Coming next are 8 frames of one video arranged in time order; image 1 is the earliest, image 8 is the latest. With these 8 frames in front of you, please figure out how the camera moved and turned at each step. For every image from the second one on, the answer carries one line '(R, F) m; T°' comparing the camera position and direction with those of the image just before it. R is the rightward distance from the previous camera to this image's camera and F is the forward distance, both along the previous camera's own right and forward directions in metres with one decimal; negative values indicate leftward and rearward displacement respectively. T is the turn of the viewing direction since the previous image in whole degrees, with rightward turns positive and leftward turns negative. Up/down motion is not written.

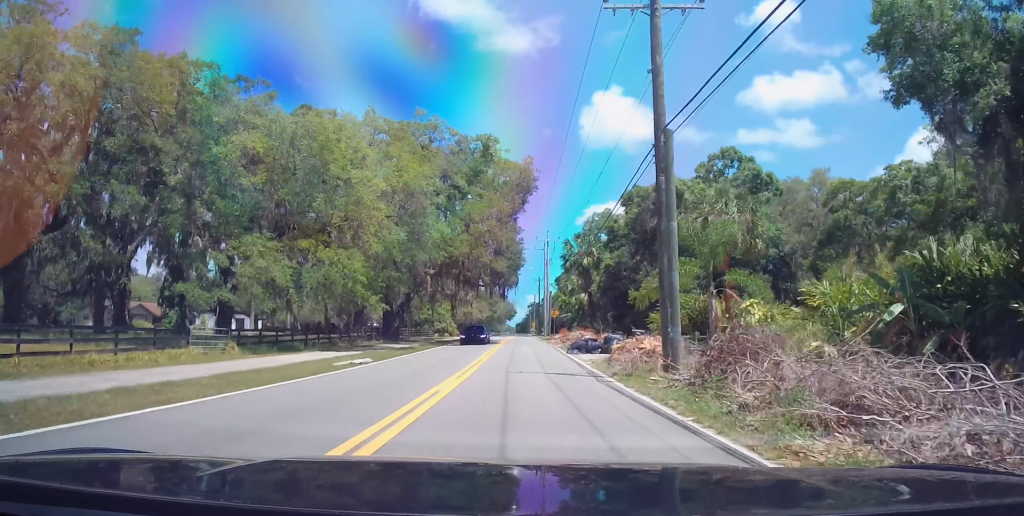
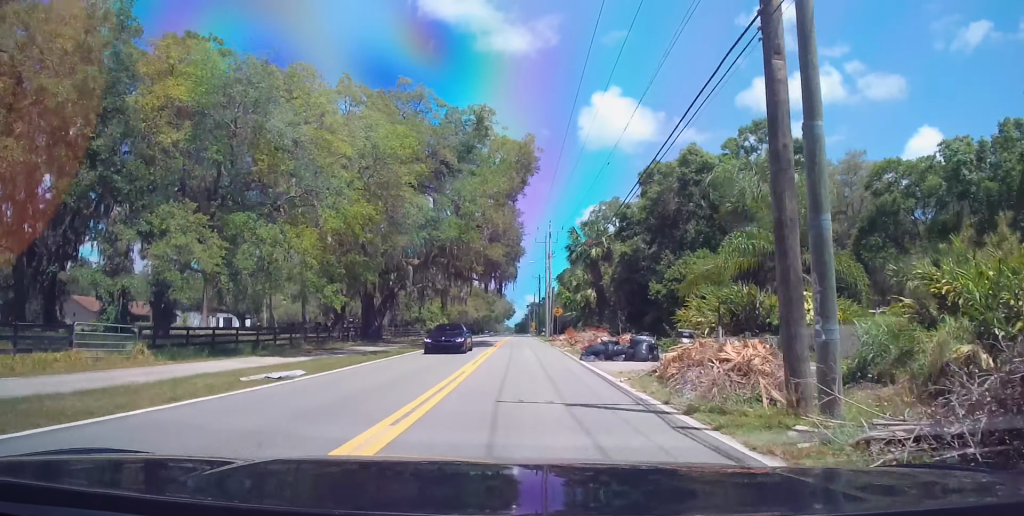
(+0.1, +7.5) m; -1°
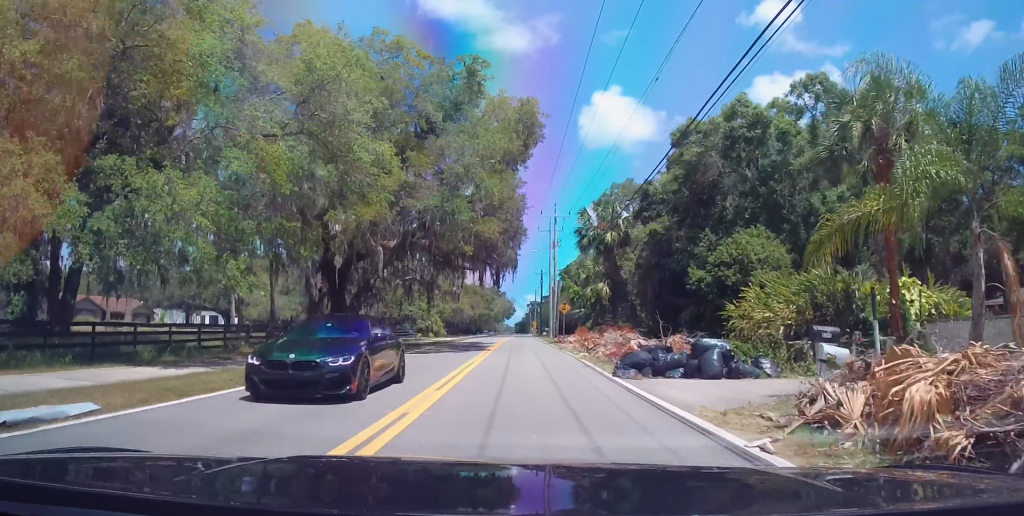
(-0.1, +8.6) m; 0°
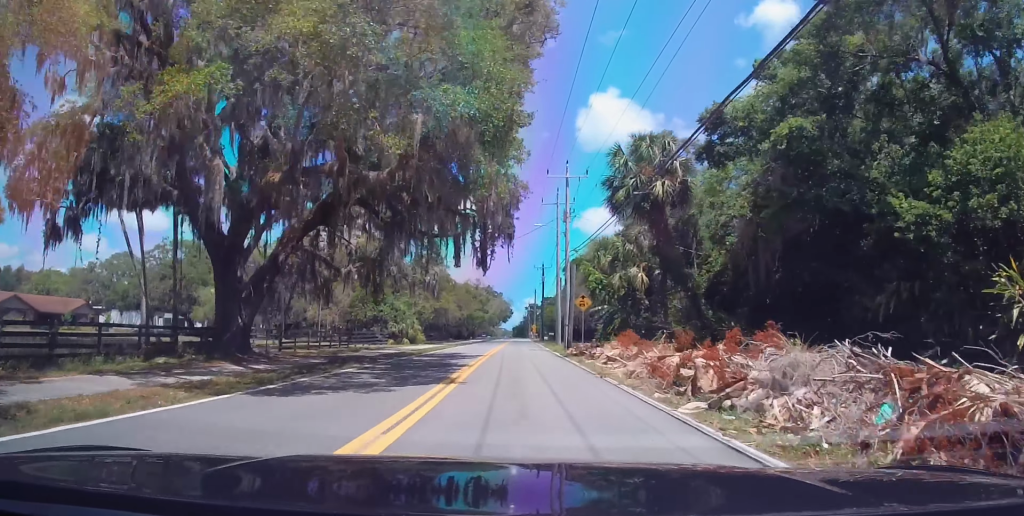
(-0.2, +16.7) m; 0°
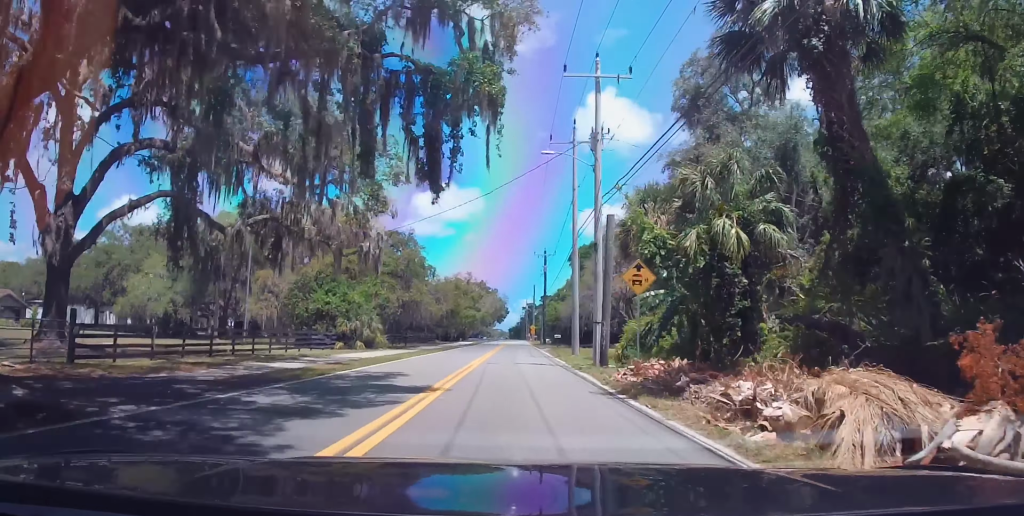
(+0.4, +17.4) m; +1°
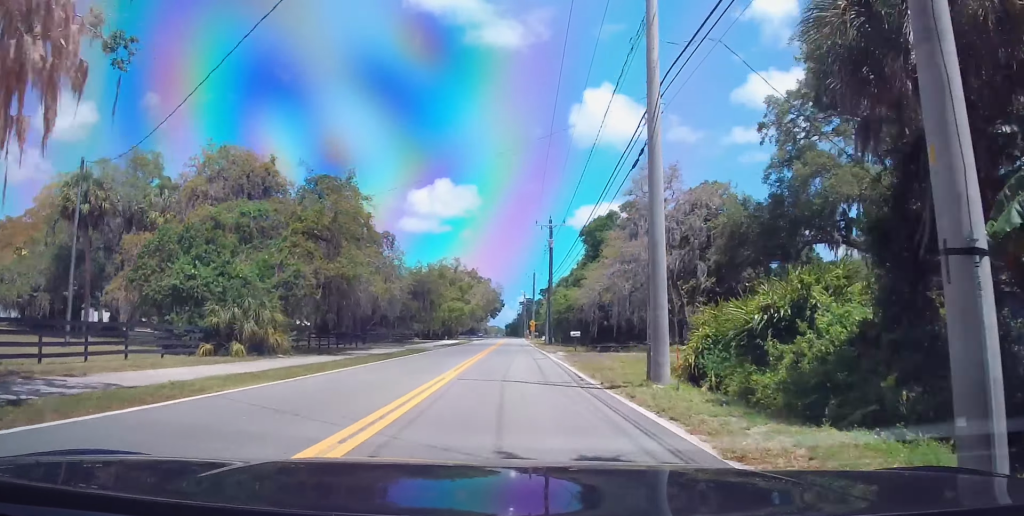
(0.0, +20.4) m; 0°
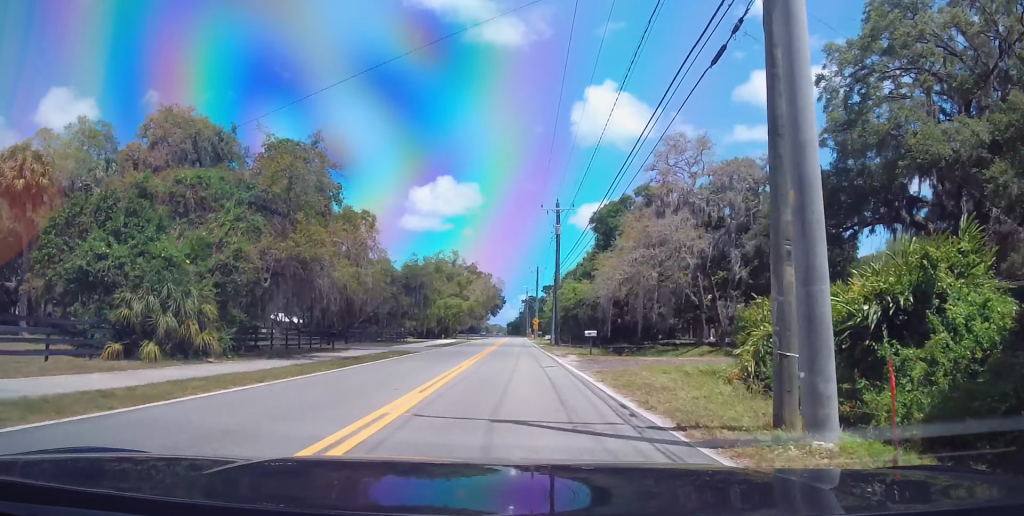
(0.0, +7.0) m; 0°
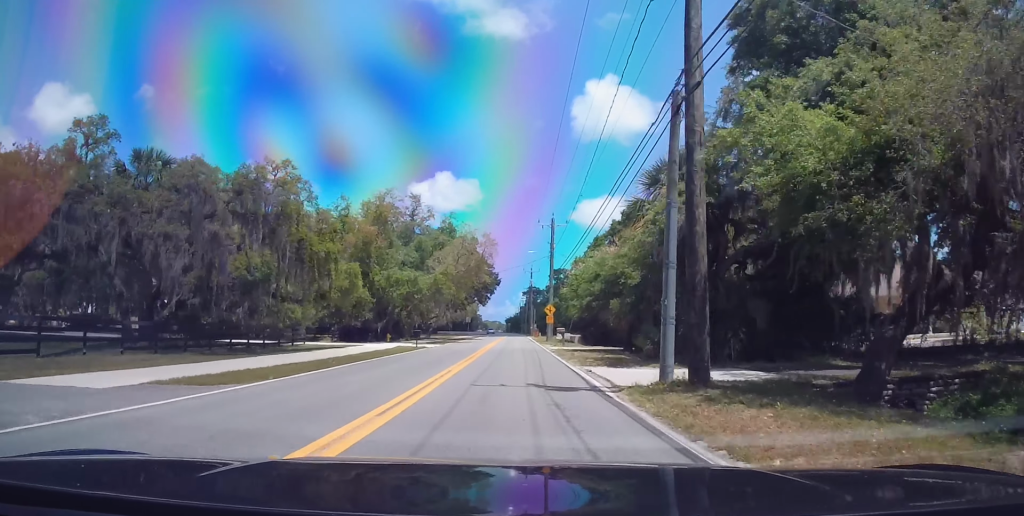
(0.0, +40.9) m; 0°
